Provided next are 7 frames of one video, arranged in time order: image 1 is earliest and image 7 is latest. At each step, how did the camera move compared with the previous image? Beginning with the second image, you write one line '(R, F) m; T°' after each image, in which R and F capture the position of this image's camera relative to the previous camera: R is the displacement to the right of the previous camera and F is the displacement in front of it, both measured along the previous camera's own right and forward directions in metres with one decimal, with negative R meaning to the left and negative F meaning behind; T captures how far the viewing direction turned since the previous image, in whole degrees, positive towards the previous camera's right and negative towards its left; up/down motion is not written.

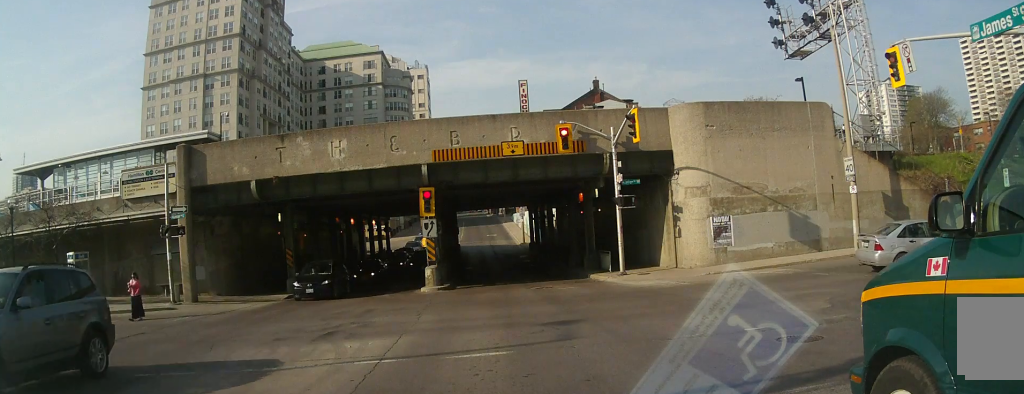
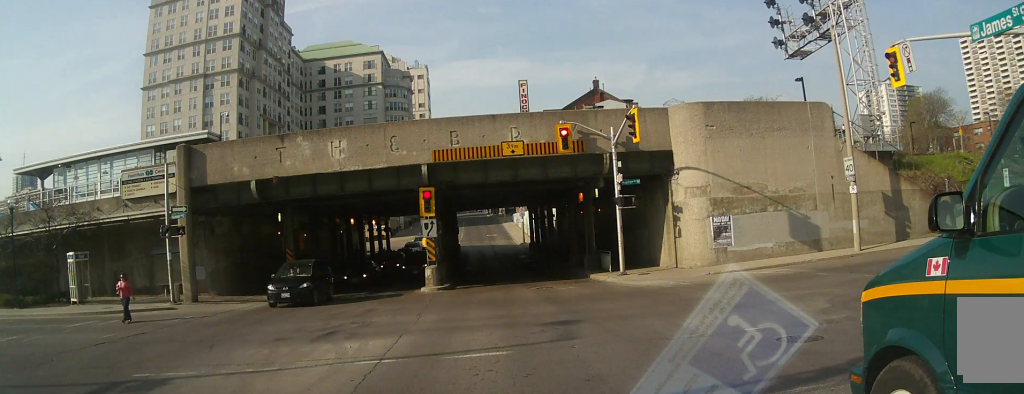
(0.0, 0.0) m; 0°
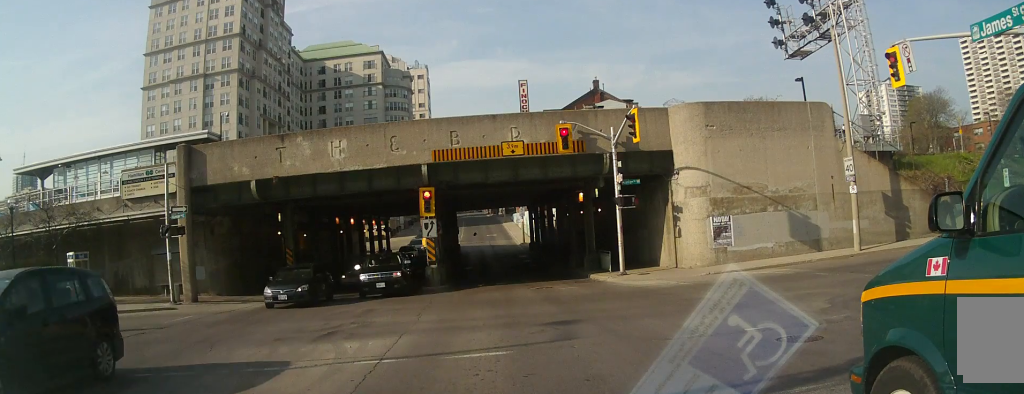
(0.0, 0.0) m; 0°
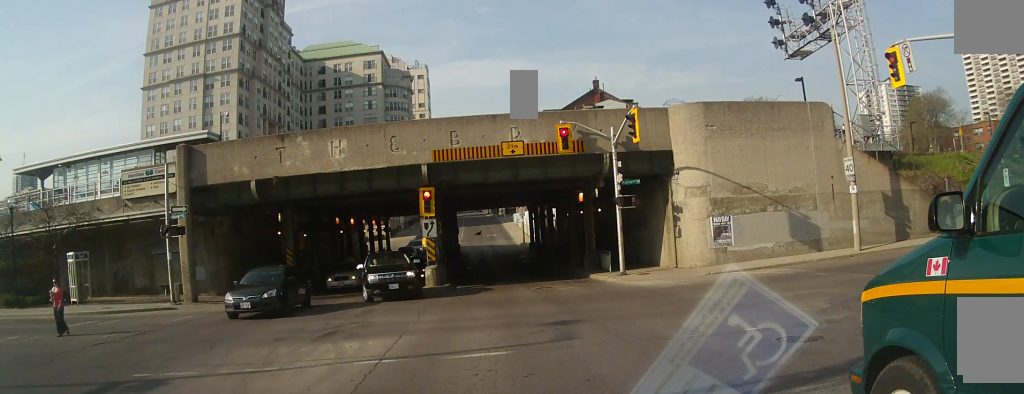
(0.0, 0.0) m; 0°
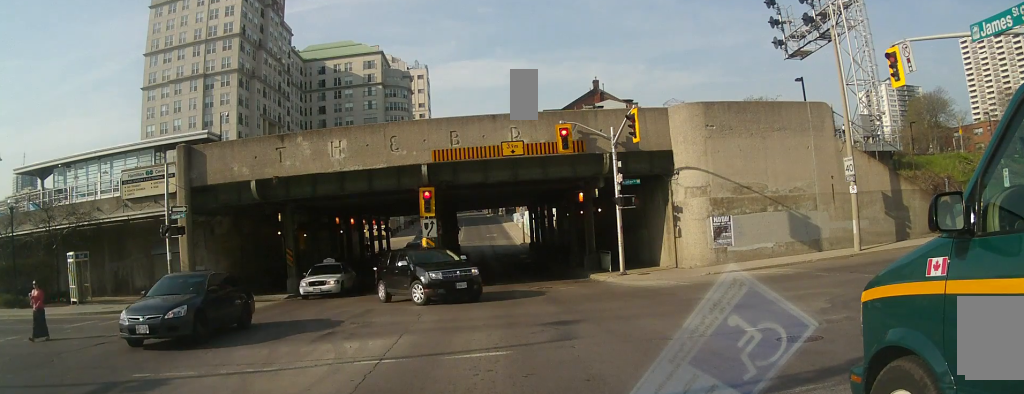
(0.0, 0.0) m; 0°
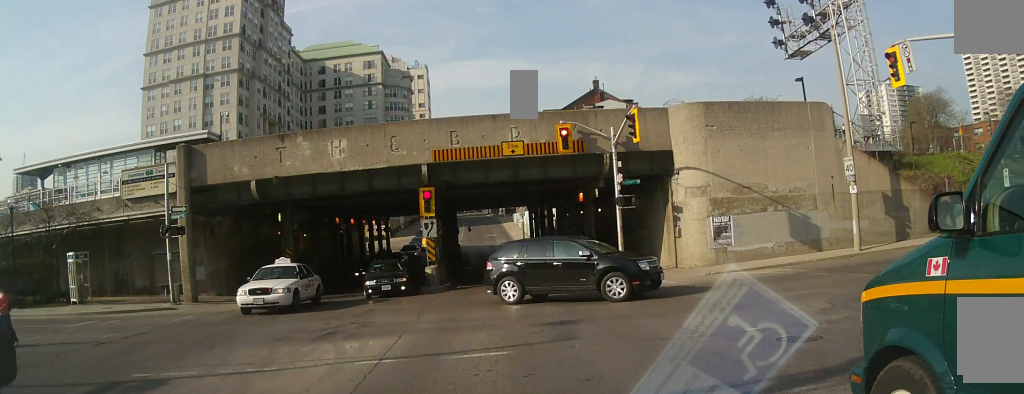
(0.0, 0.0) m; 0°
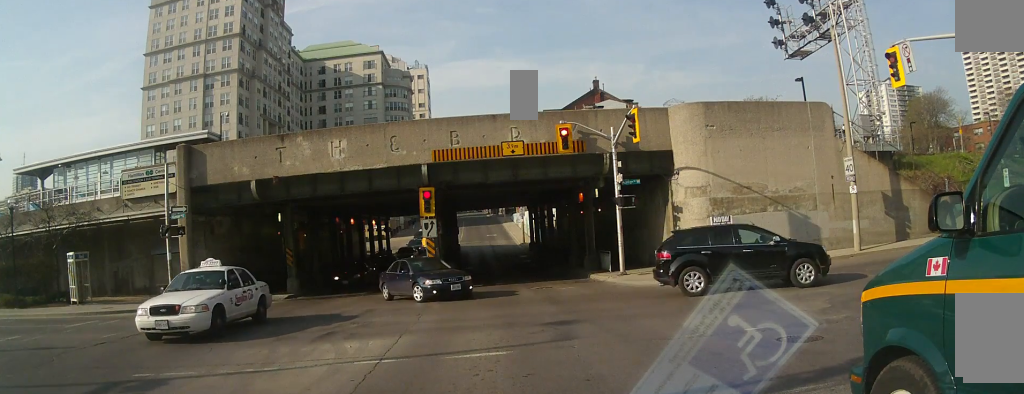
(0.0, 0.0) m; 0°
